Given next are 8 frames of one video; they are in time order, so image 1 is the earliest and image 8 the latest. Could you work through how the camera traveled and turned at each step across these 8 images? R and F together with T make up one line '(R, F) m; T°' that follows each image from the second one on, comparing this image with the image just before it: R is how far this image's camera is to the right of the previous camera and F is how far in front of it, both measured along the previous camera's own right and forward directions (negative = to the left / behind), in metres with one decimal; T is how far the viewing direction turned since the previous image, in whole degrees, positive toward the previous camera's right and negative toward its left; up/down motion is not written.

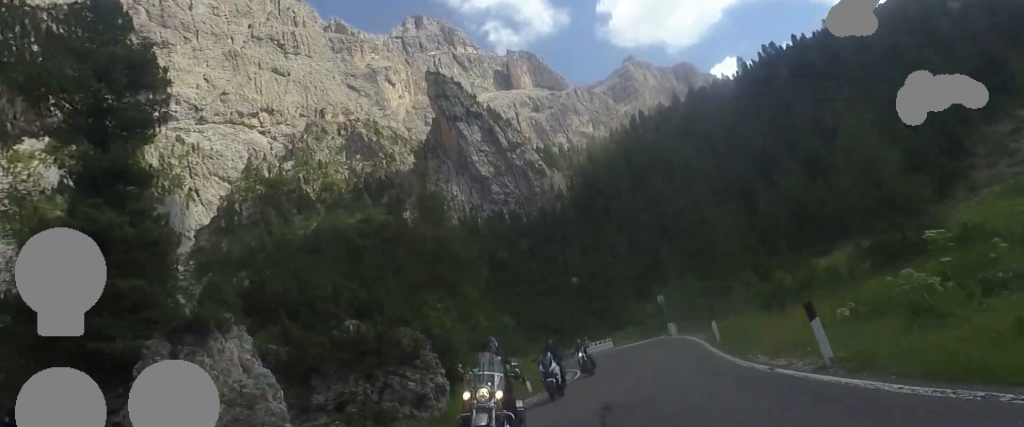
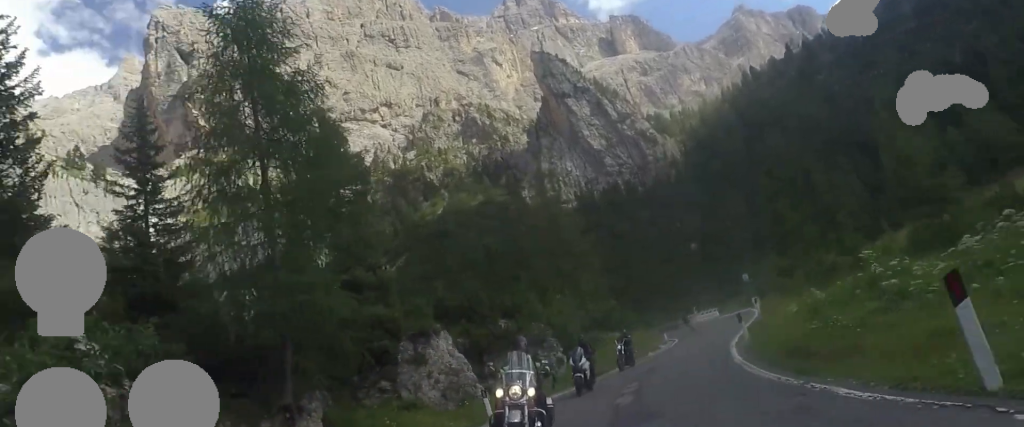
(0.0, +9.3) m; -8°
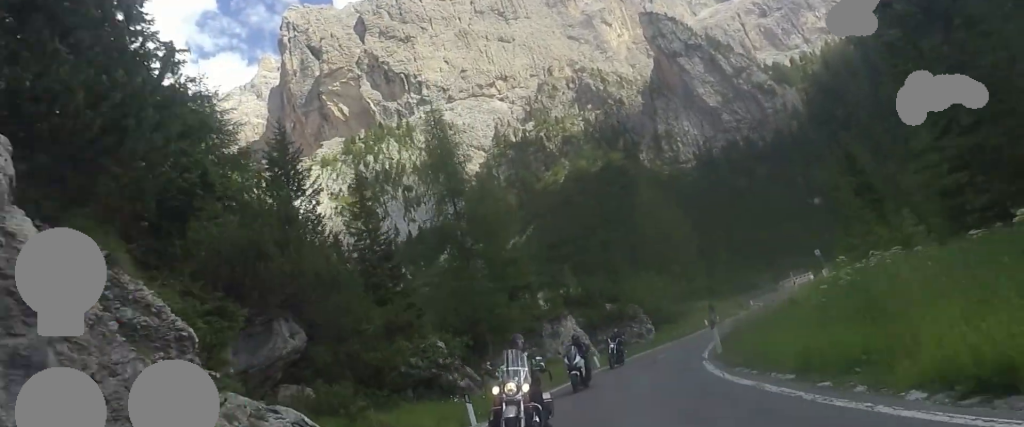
(-2.0, +12.9) m; -11°
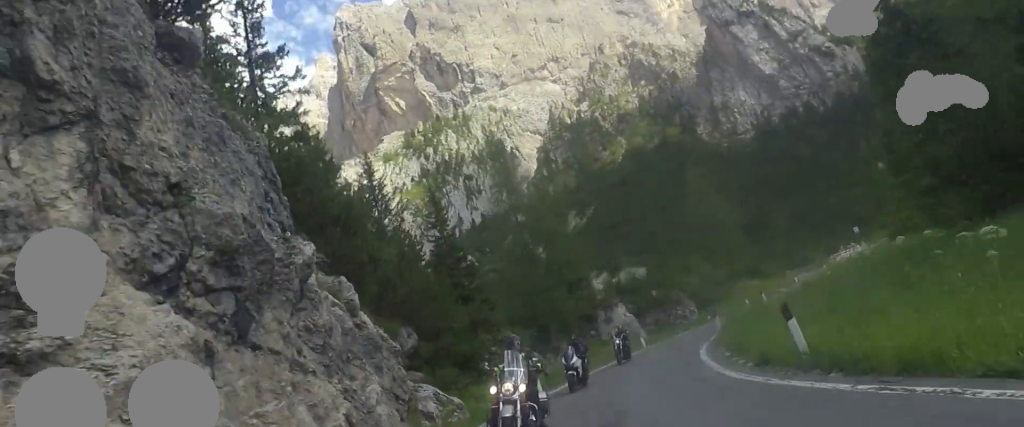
(0.0, +6.5) m; -1°
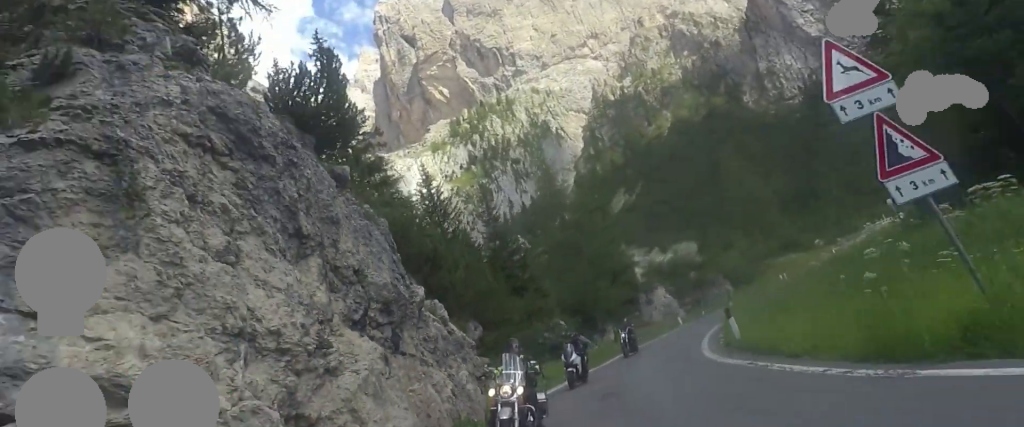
(0.0, +5.2) m; -3°
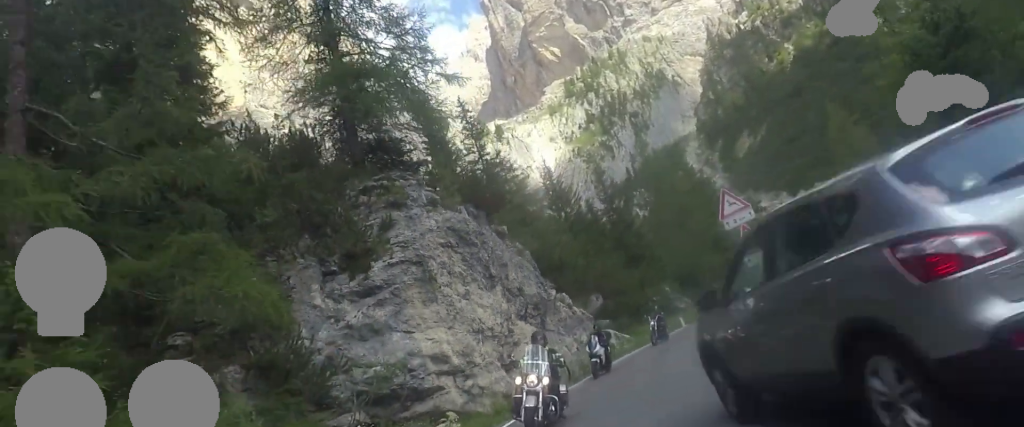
(0.0, +9.8) m; -10°
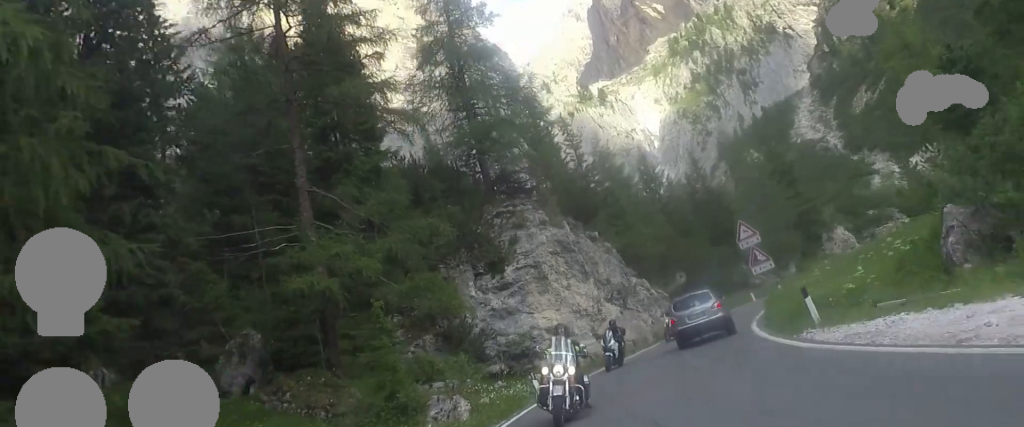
(-1.4, +8.8) m; -12°
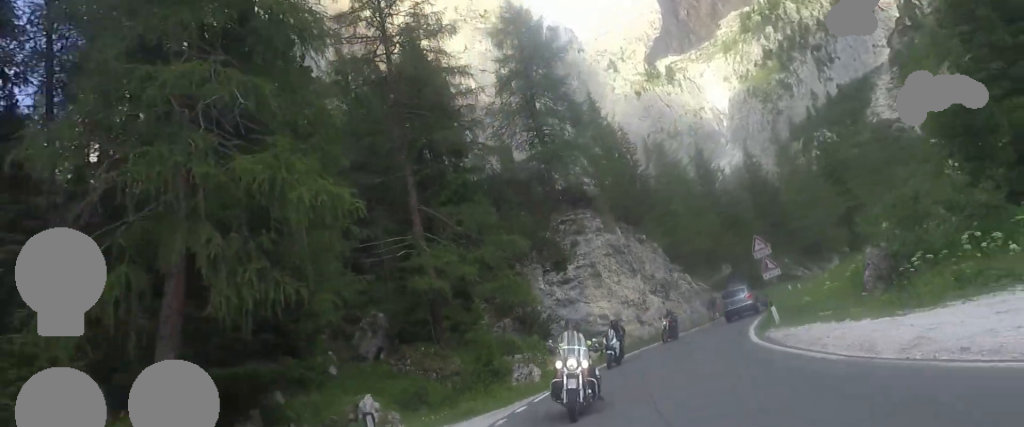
(-0.7, +7.0) m; -8°
